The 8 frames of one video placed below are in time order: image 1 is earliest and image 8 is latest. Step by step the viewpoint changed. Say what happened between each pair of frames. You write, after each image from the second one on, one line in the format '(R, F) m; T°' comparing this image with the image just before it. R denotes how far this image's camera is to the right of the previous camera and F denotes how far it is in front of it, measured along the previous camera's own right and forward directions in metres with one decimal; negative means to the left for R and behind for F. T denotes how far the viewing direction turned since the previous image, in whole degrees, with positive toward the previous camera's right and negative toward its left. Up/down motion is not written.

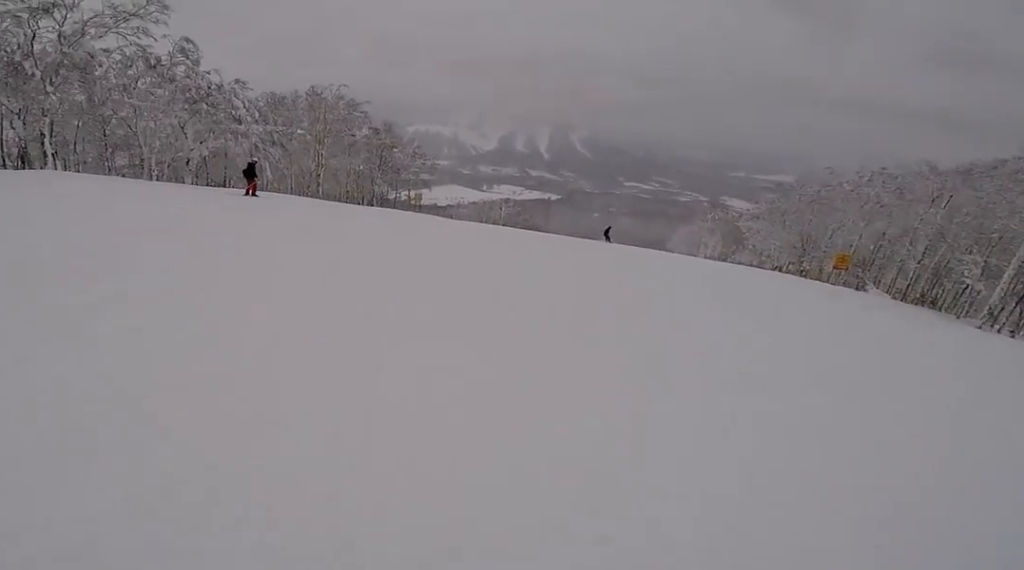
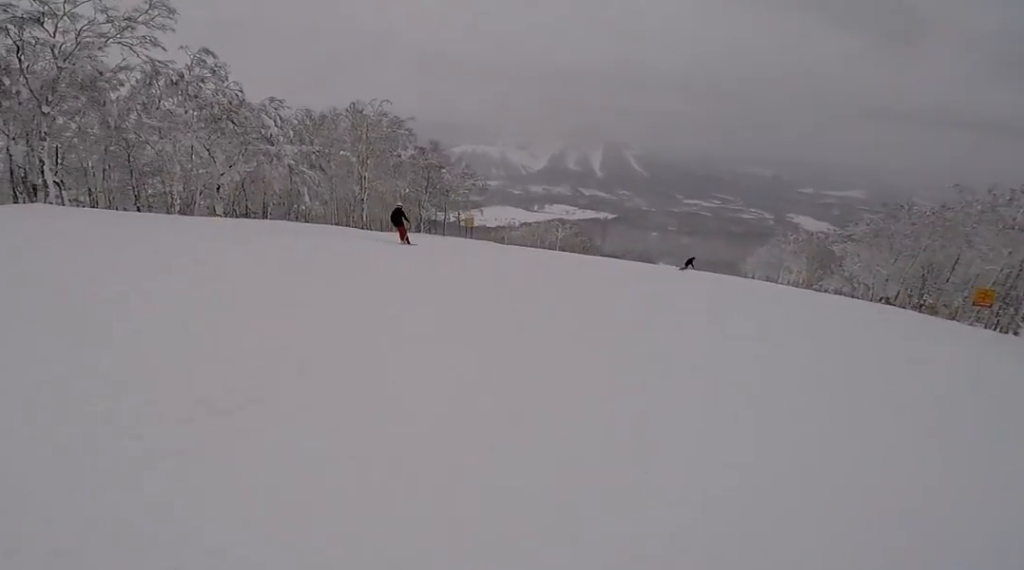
(-0.9, +5.5) m; 0°
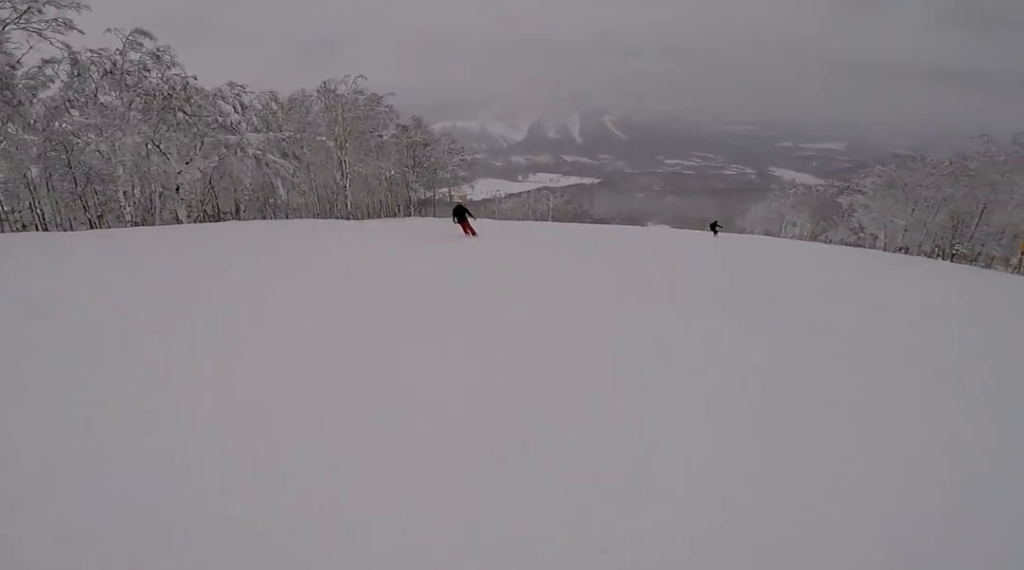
(-0.3, +4.5) m; +3°
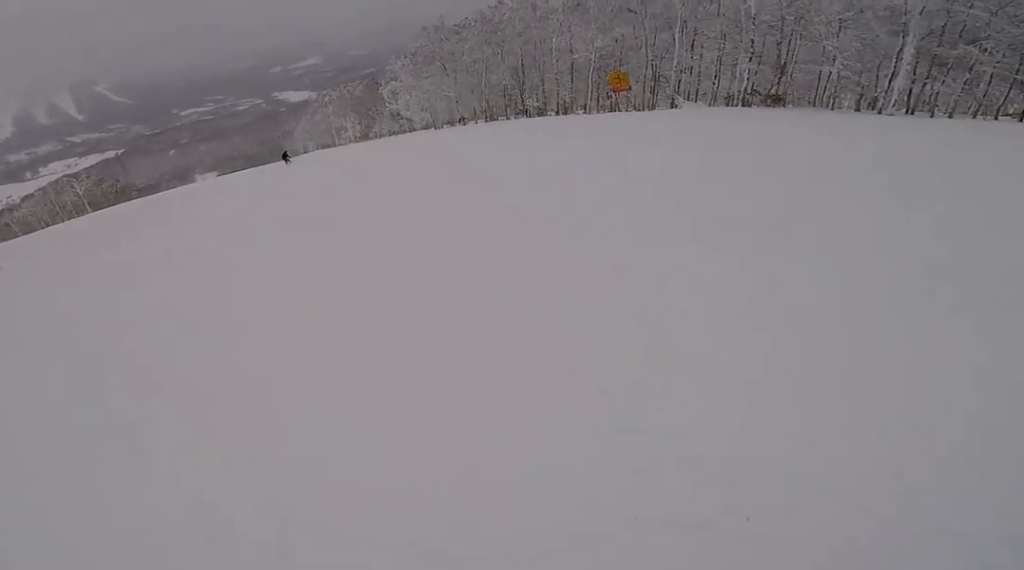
(+6.5, +17.2) m; +42°
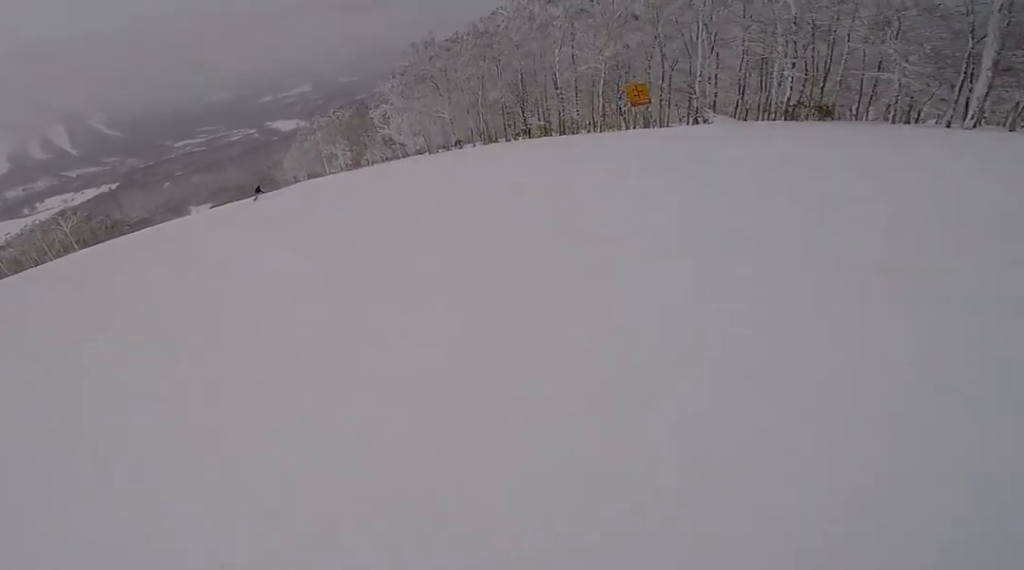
(+0.9, +3.9) m; +6°
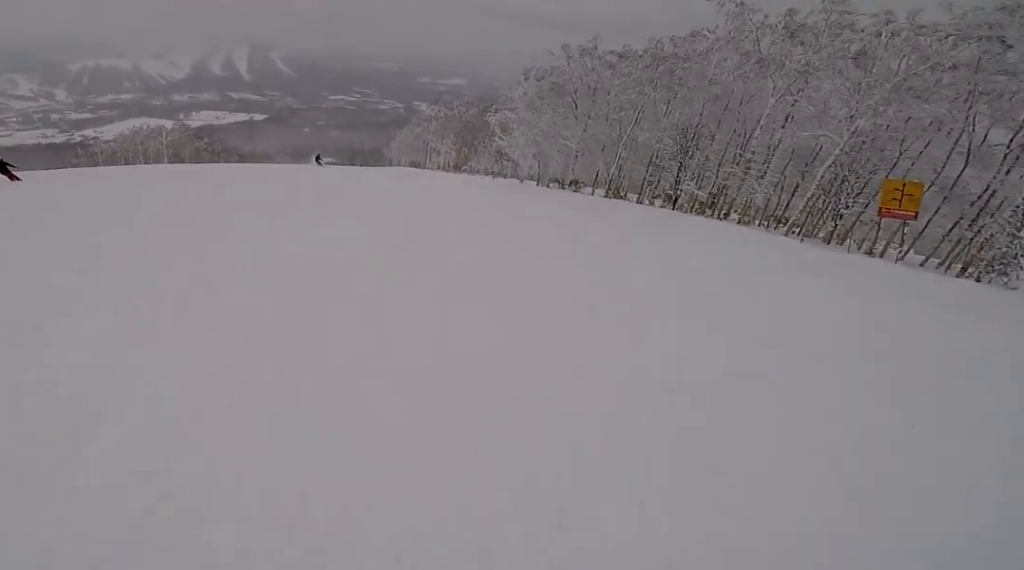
(0.0, +11.6) m; -8°
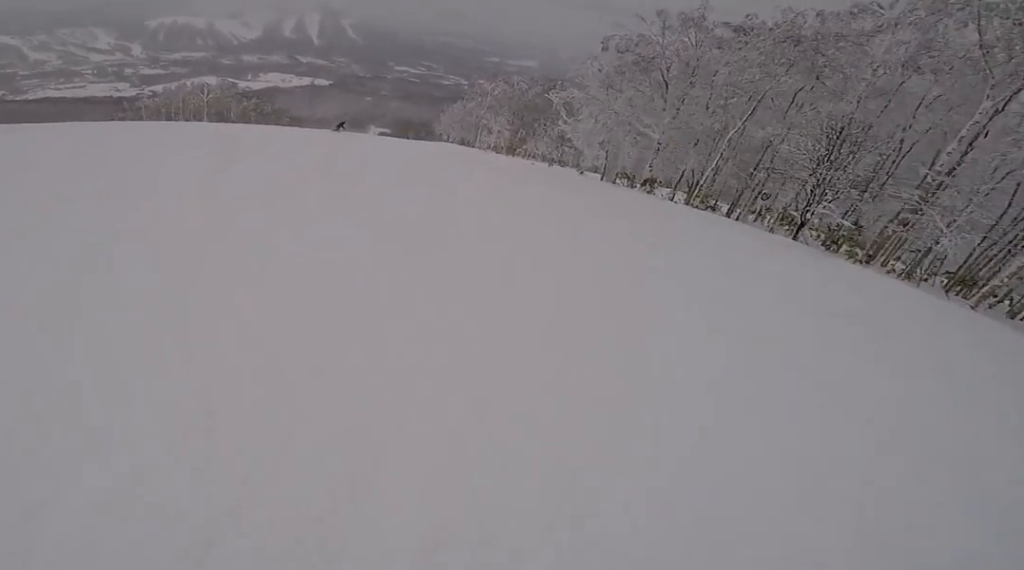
(-0.6, +7.6) m; -16°
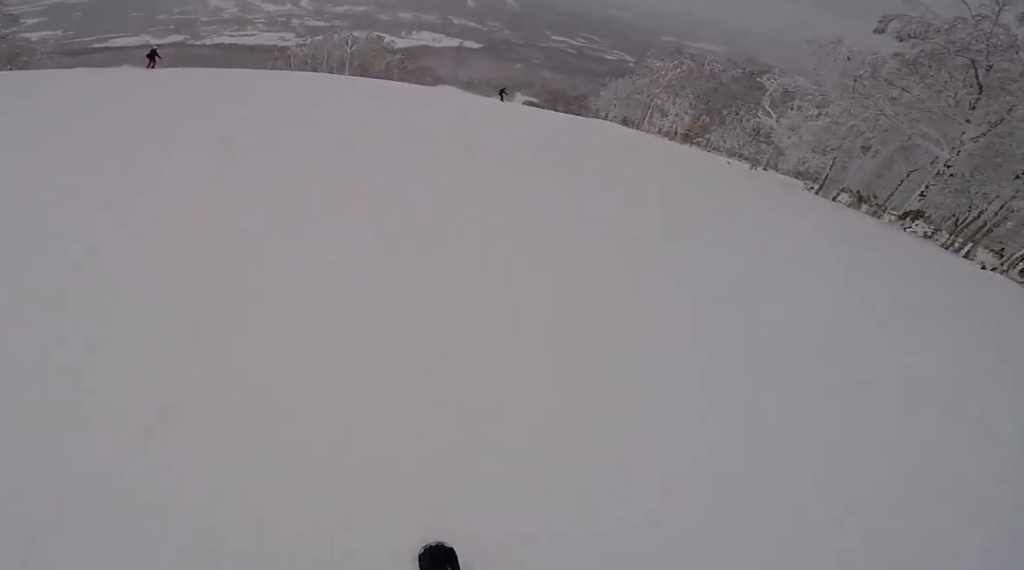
(-1.4, +7.1) m; -18°
